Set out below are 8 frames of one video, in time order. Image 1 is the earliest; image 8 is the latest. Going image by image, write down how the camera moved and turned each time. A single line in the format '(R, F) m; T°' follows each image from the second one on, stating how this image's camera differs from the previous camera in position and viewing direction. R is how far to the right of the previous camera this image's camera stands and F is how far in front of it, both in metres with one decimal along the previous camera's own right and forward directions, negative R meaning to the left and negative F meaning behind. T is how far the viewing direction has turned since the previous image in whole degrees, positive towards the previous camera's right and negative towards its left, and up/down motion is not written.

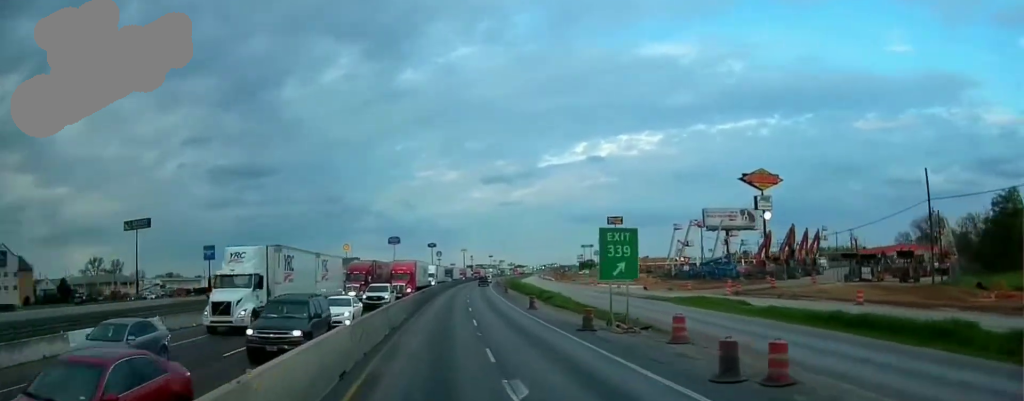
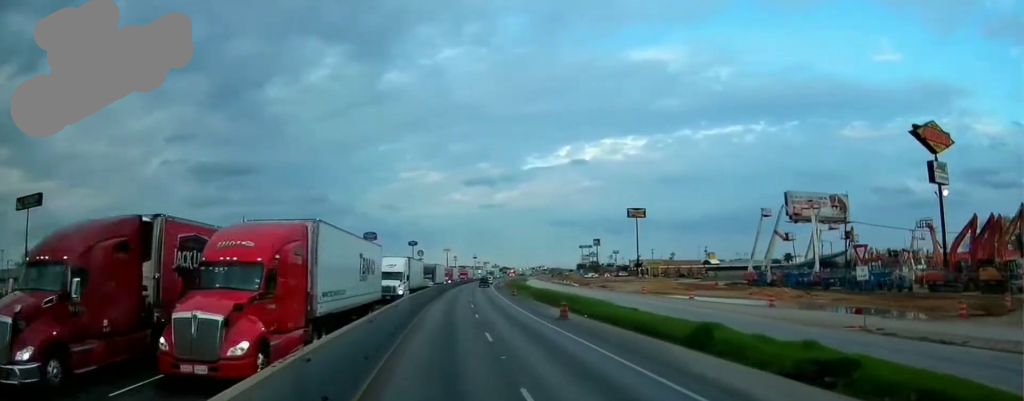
(+0.5, +45.1) m; +1°
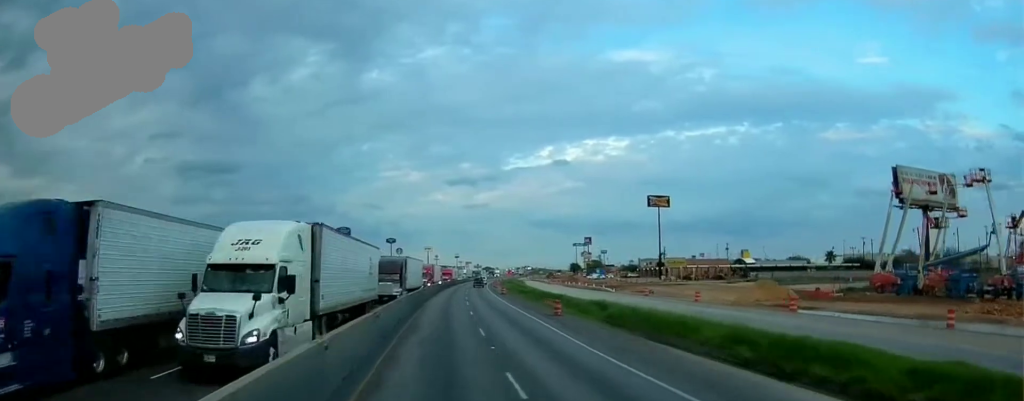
(+0.4, +33.6) m; +1°
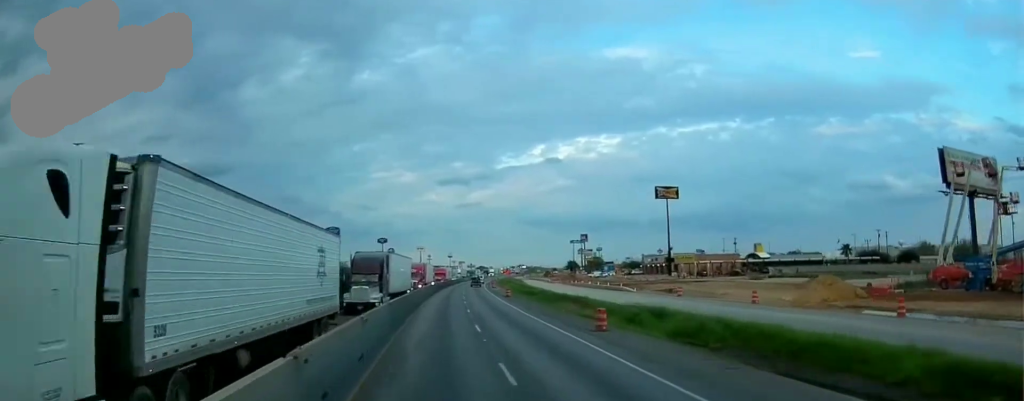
(-0.1, +11.2) m; +1°
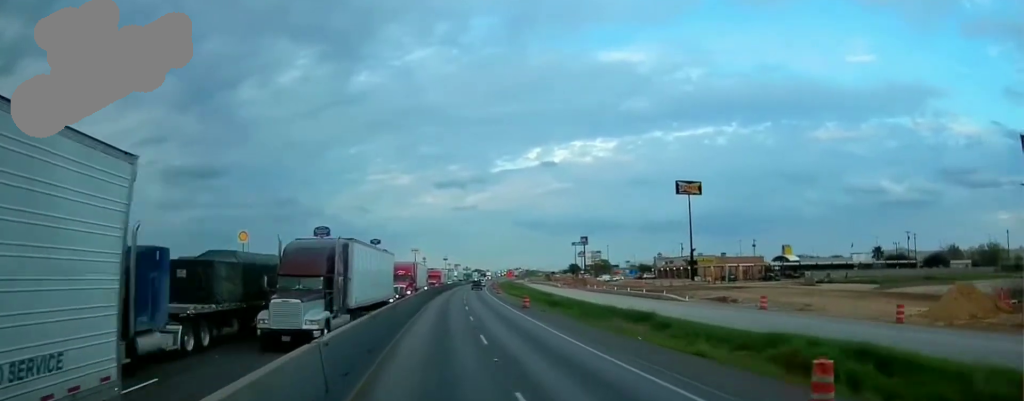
(+0.2, +16.7) m; +1°
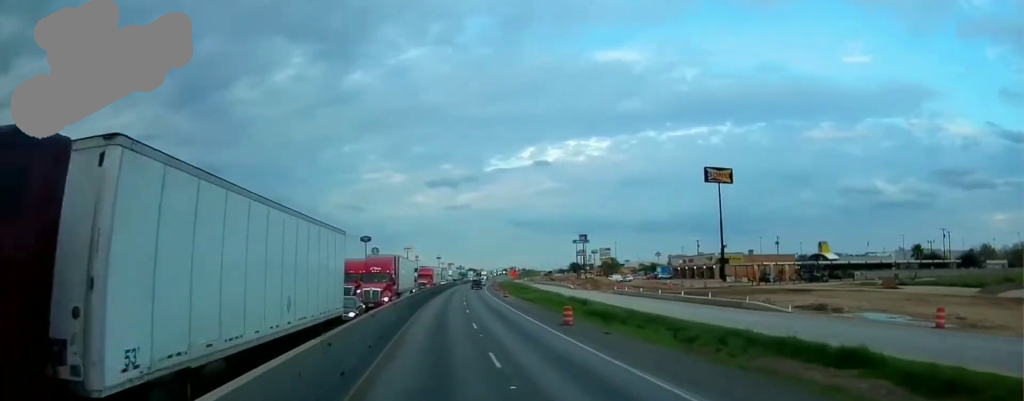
(0.0, +17.5) m; +2°
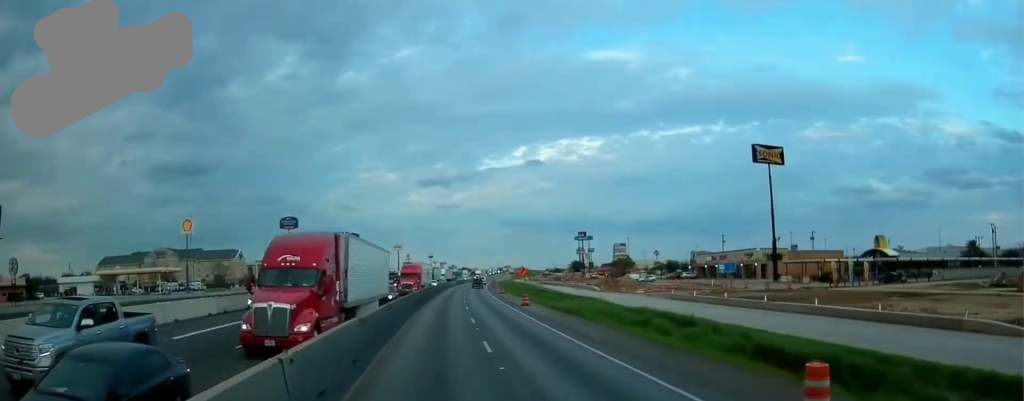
(+0.7, +21.1) m; +1°
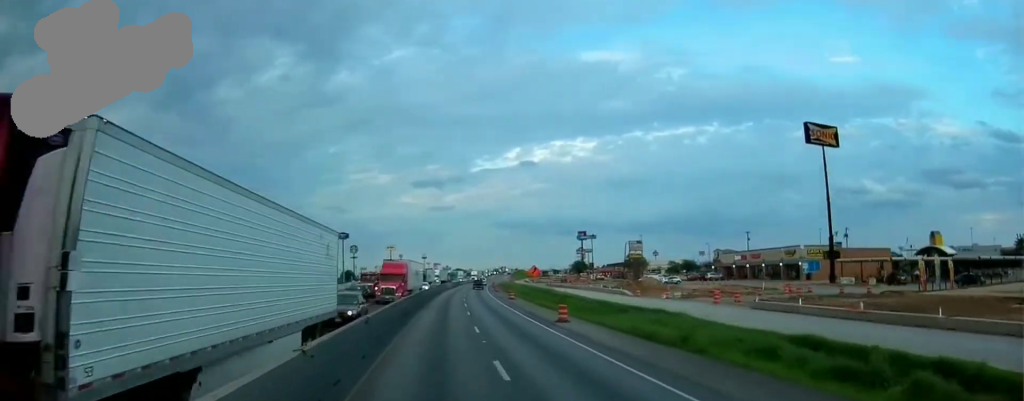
(0.0, +15.7) m; +1°
